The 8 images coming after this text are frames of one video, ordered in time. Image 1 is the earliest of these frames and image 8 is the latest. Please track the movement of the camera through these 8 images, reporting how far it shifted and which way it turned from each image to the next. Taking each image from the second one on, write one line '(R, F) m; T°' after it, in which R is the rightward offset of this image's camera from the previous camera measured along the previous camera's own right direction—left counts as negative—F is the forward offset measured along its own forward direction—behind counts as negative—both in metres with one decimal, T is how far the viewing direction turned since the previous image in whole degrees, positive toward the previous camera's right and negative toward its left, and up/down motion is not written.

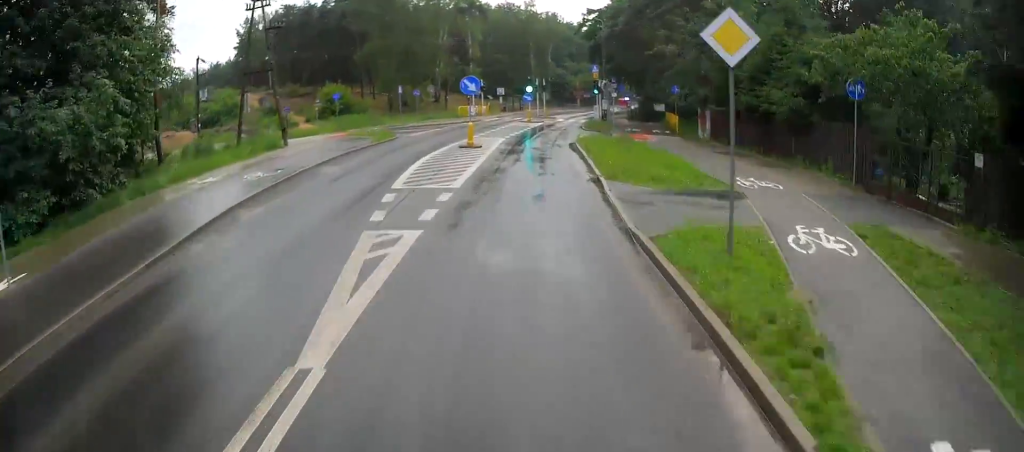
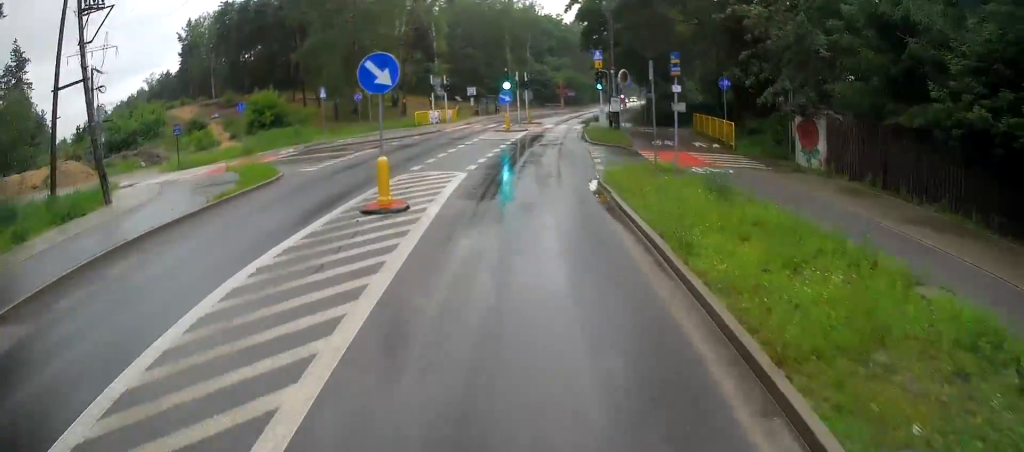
(+0.2, +14.3) m; +2°
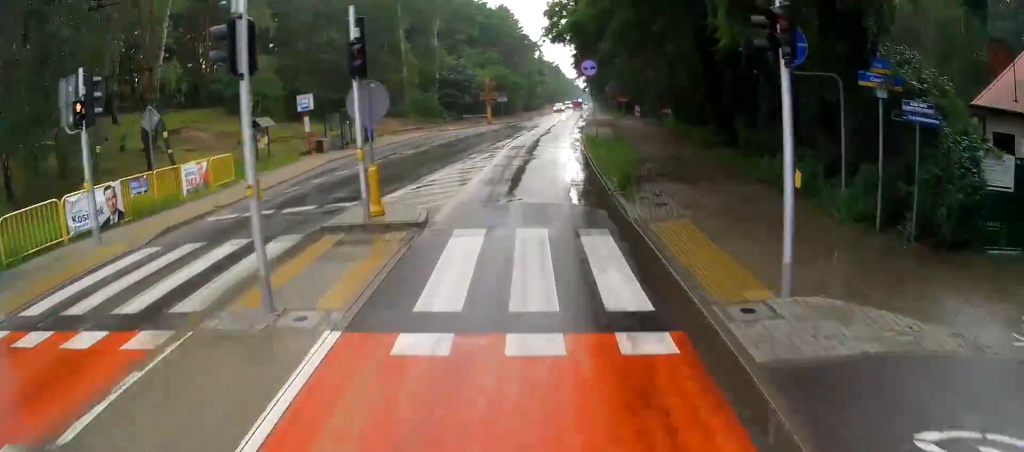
(+2.1, +36.1) m; +5°
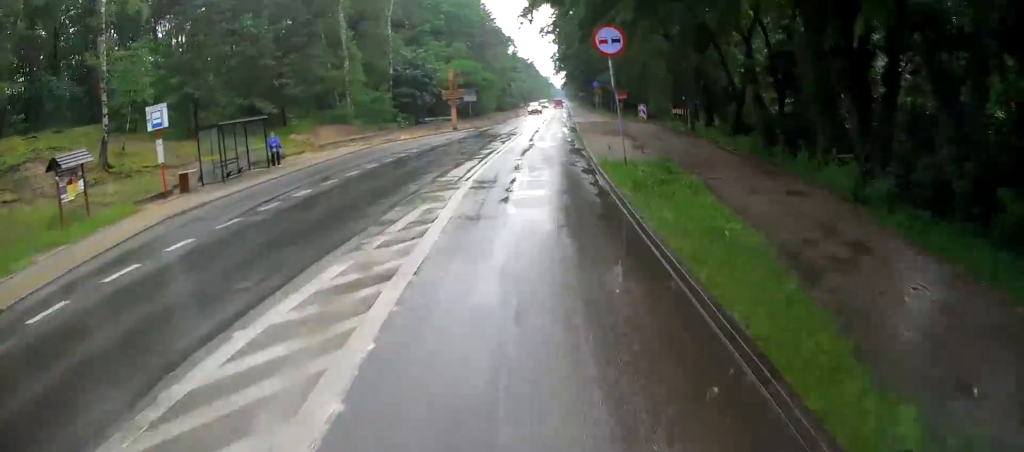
(0.0, +12.7) m; +1°
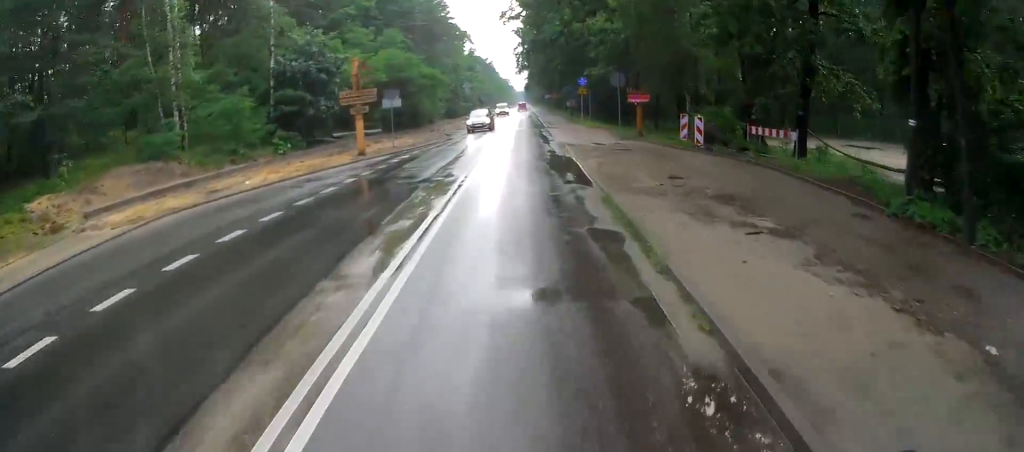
(+0.6, +21.1) m; +4°
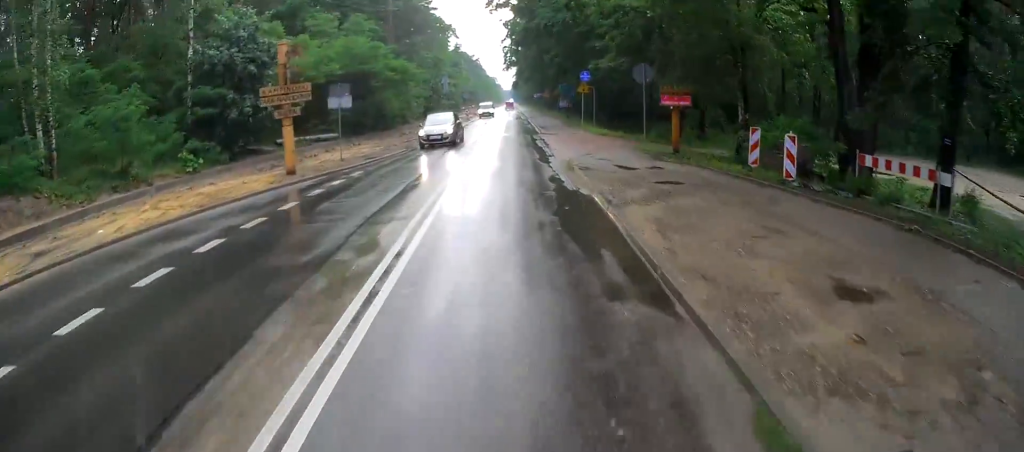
(+0.2, +8.9) m; +1°
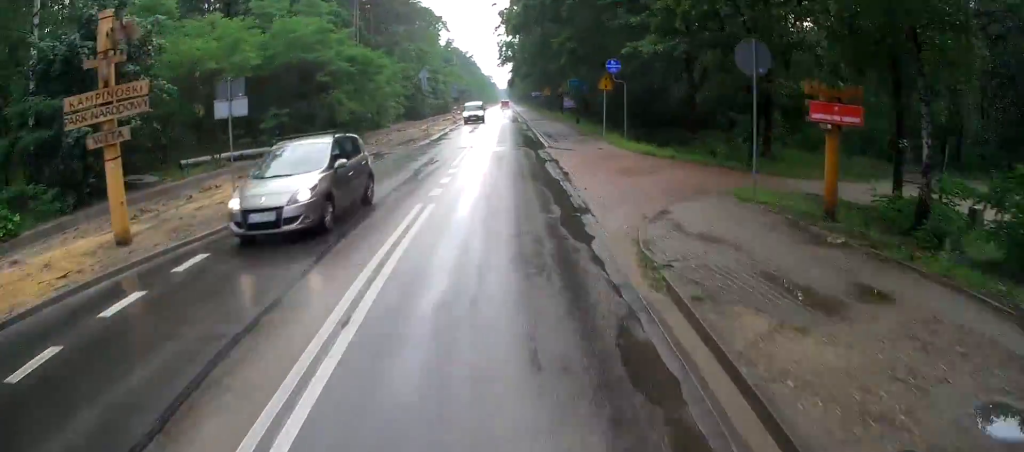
(+0.1, +11.0) m; +1°
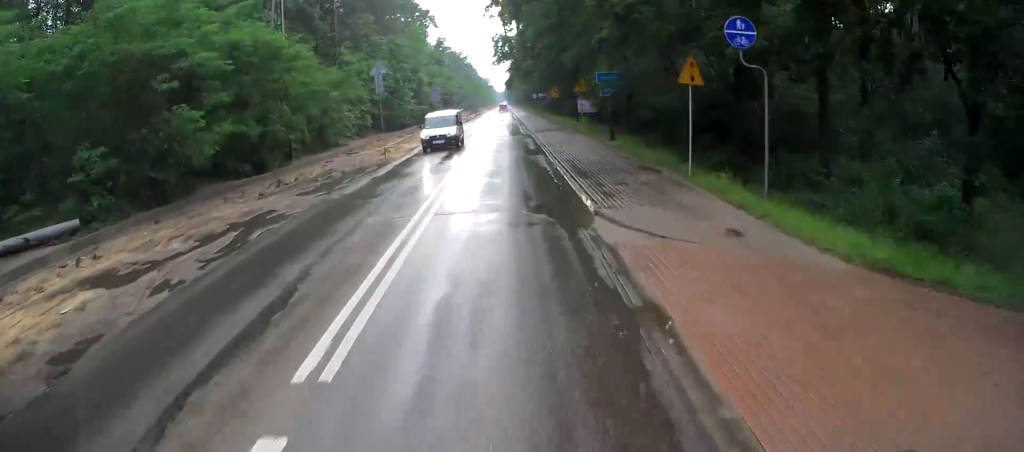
(+0.1, +14.3) m; +1°
